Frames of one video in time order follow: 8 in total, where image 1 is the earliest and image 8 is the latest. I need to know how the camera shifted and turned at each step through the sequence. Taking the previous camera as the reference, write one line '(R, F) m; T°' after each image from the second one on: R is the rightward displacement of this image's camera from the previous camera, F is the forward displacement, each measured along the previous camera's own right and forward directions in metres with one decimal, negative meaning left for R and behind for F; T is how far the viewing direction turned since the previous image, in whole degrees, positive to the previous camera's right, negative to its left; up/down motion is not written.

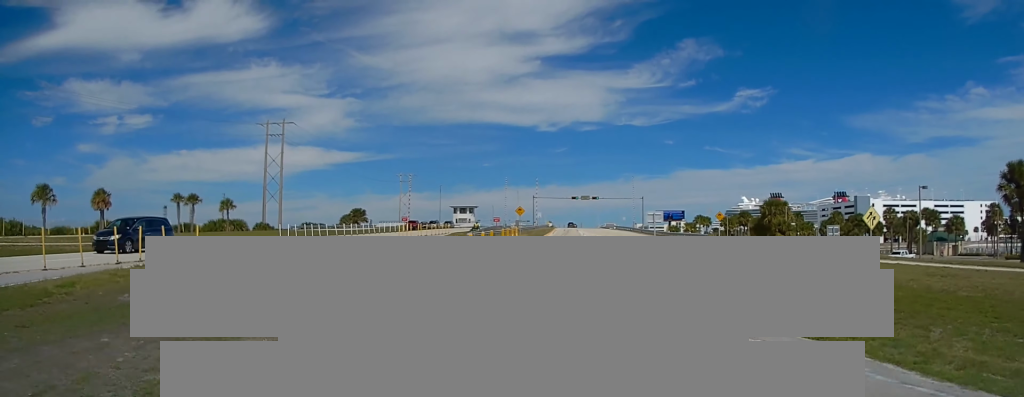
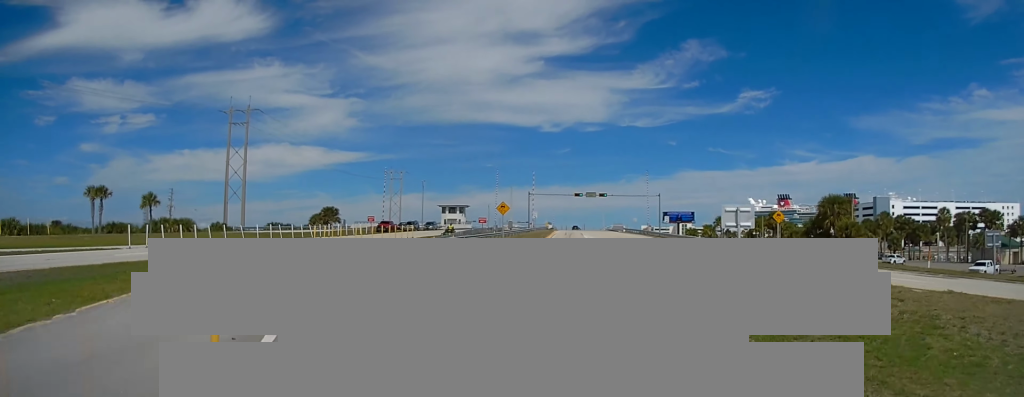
(0.0, +19.6) m; 0°
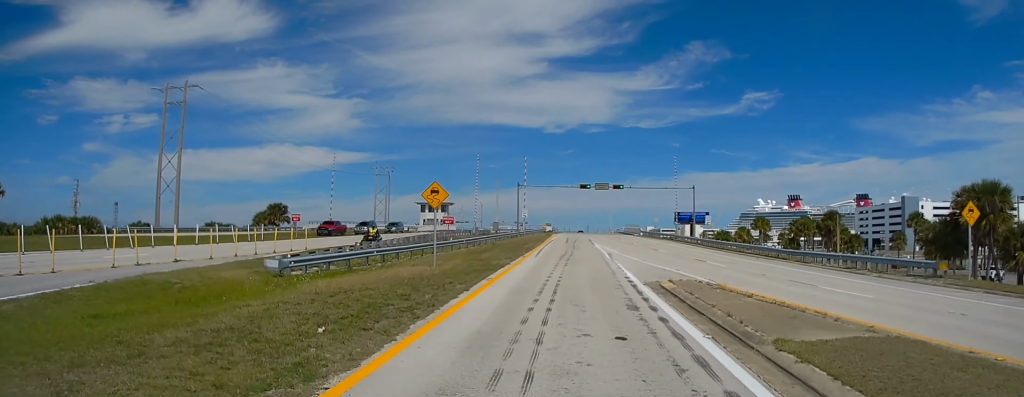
(0.0, +26.1) m; +1°
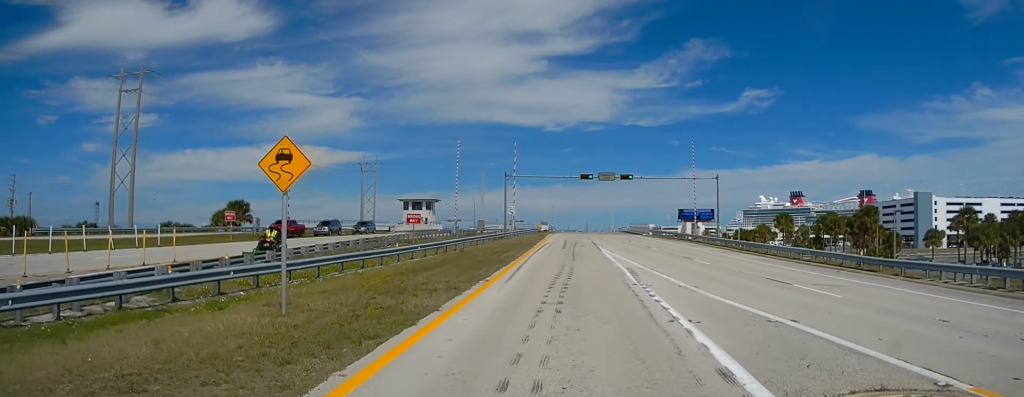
(+0.2, +13.1) m; +1°
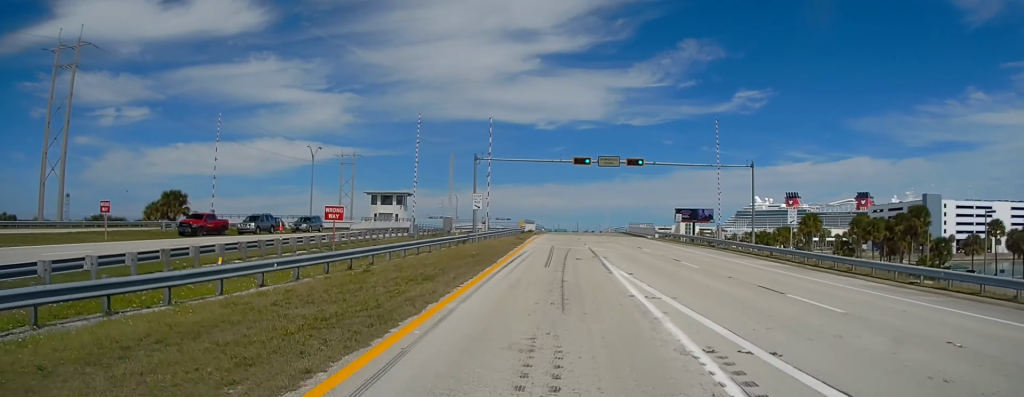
(+0.1, +14.9) m; 0°
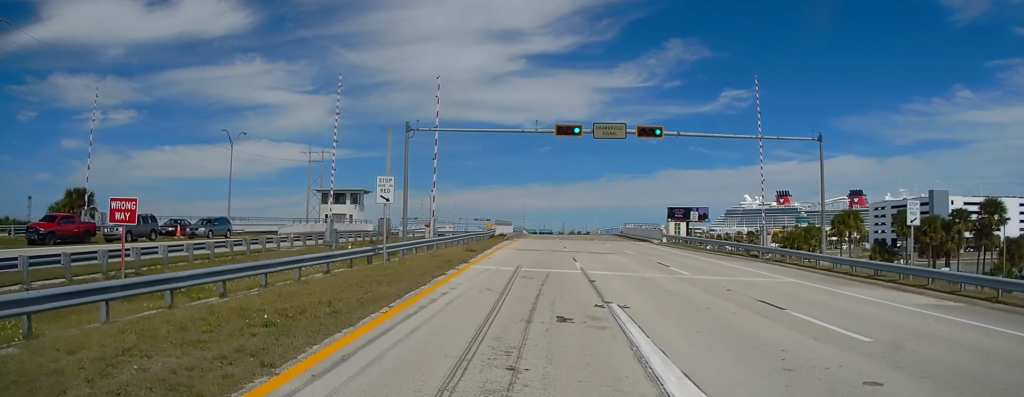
(0.0, +16.1) m; -1°
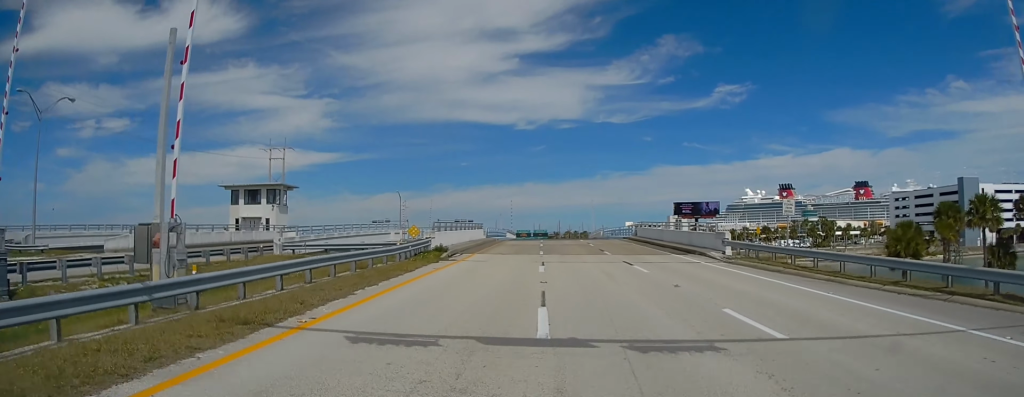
(-0.2, +24.5) m; 0°
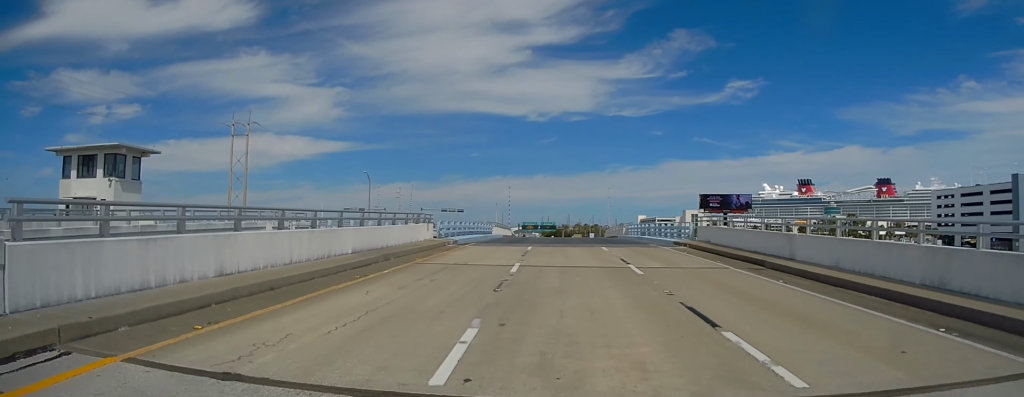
(-0.2, +27.2) m; -1°
